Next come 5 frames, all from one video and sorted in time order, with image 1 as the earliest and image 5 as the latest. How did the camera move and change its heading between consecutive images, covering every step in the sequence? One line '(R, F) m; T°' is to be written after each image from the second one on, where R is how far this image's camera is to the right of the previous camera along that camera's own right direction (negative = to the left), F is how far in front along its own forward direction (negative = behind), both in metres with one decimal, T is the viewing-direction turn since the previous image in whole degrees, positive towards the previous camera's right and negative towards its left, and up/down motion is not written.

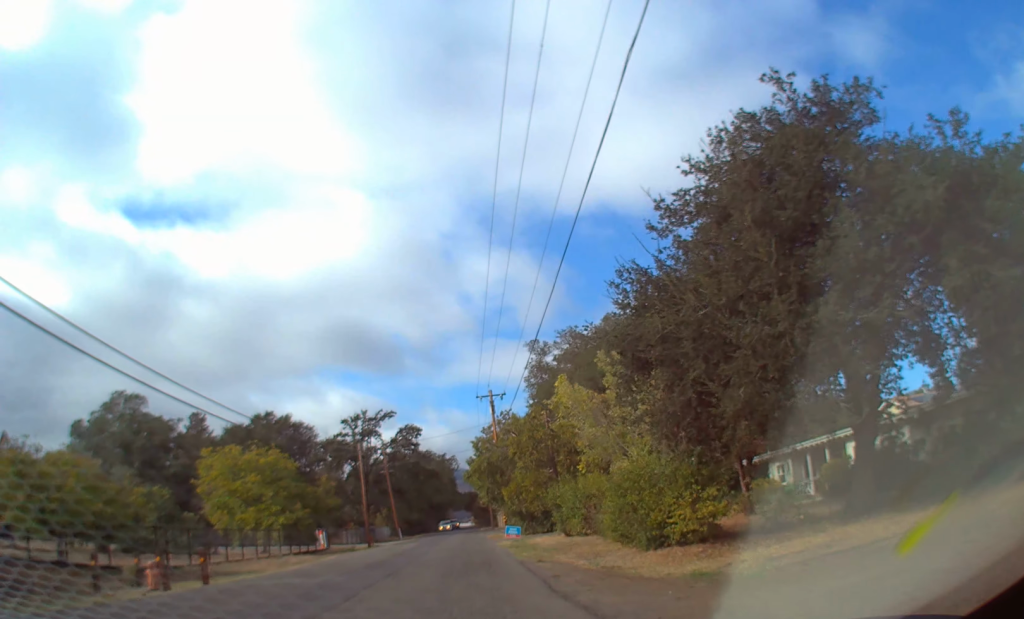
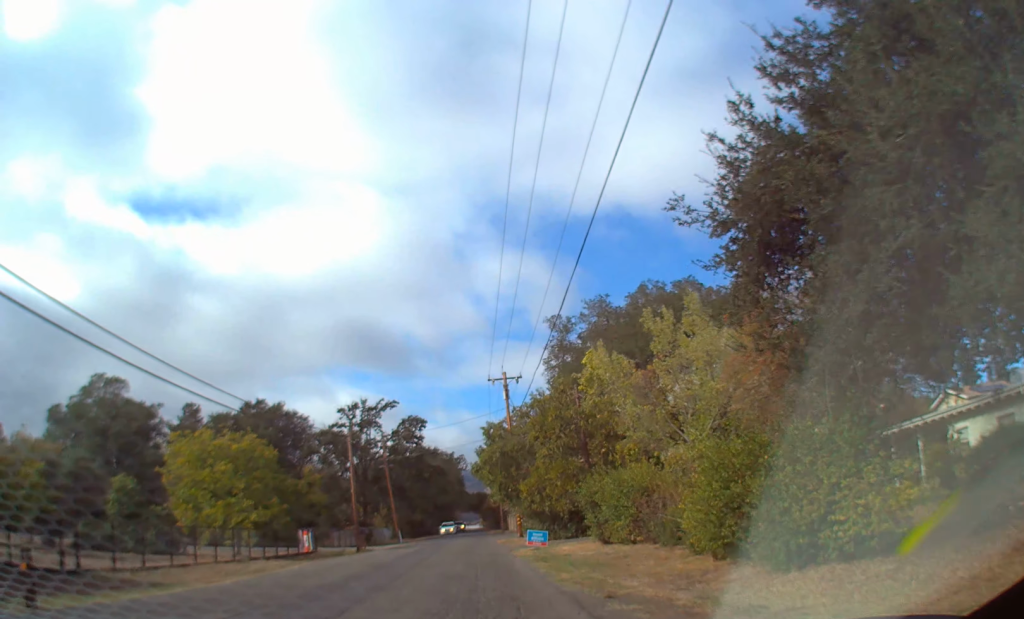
(+0.3, +7.8) m; -3°
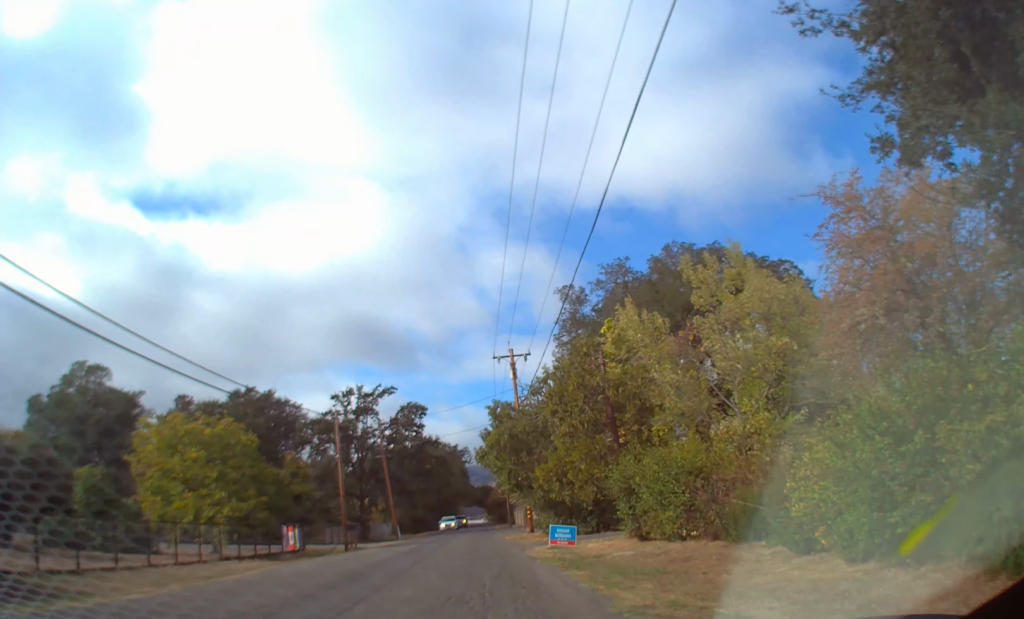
(-0.3, +5.1) m; -2°
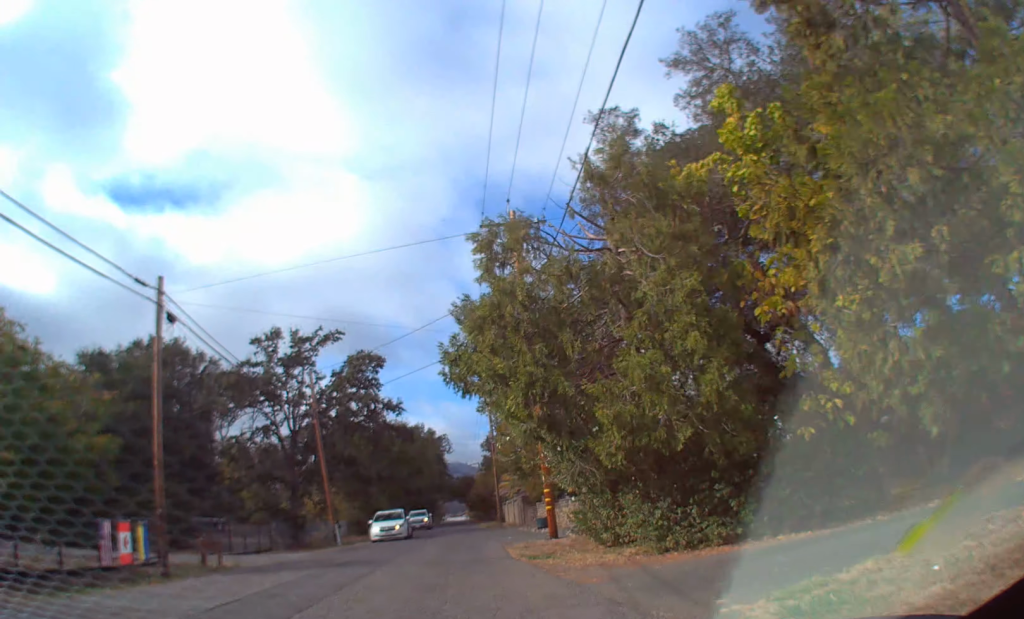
(-0.3, +20.8) m; +1°
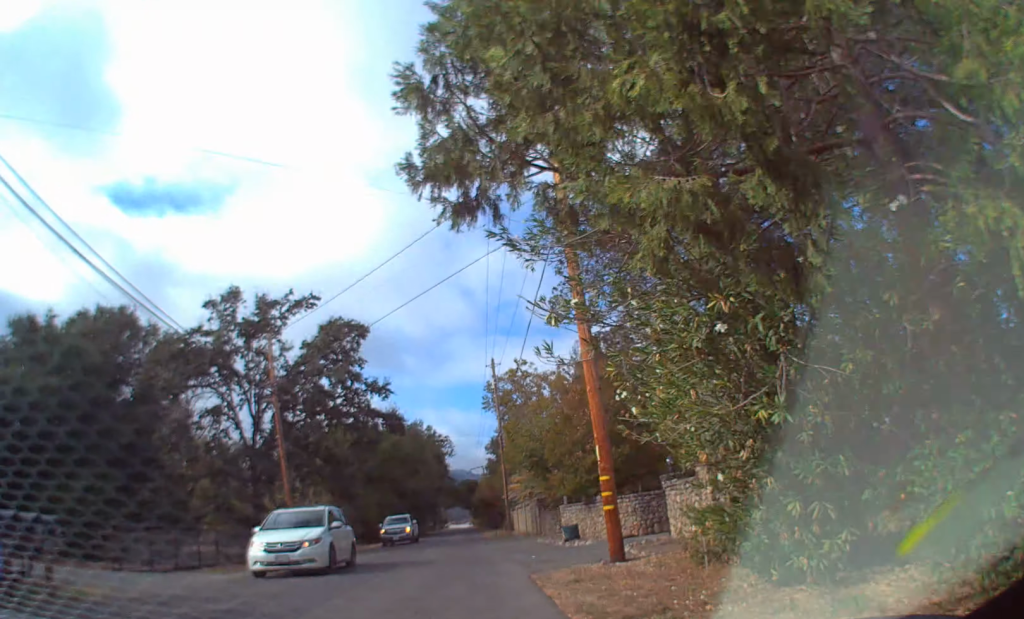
(+0.1, +10.2) m; -2°
